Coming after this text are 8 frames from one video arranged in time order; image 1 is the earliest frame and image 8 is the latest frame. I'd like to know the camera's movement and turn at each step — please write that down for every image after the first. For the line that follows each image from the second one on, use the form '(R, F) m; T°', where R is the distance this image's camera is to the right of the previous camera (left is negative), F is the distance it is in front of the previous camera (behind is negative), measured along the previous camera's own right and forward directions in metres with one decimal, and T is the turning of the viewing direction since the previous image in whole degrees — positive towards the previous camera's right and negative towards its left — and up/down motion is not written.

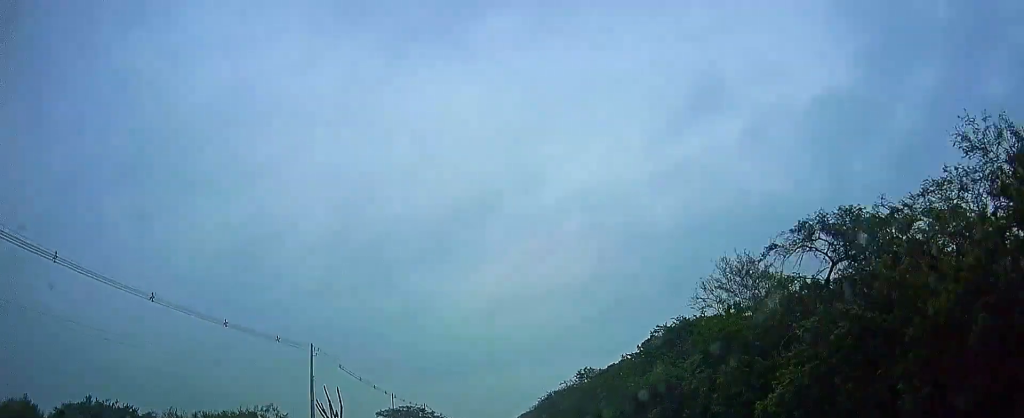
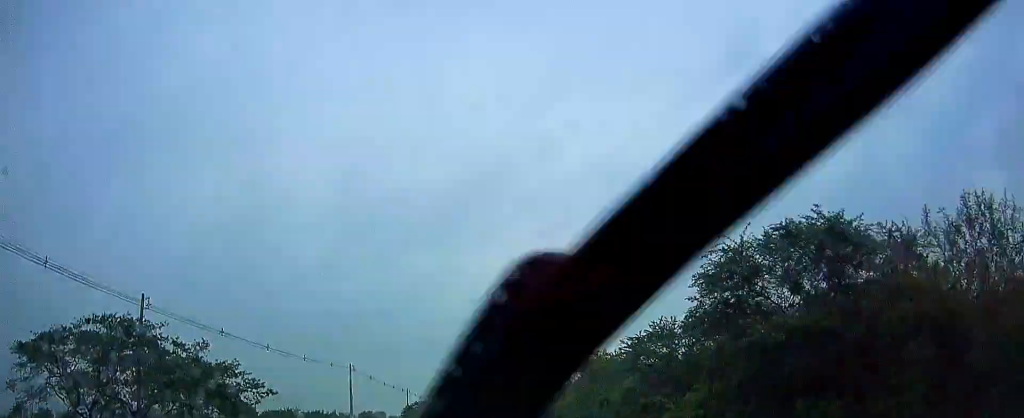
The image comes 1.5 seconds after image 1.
(+0.7, +64.3) m; 0°
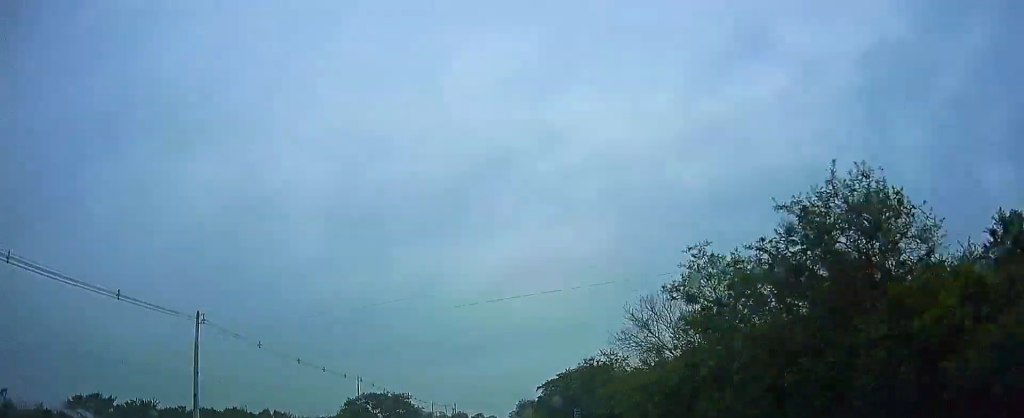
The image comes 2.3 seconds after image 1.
(-0.4, +33.2) m; -1°
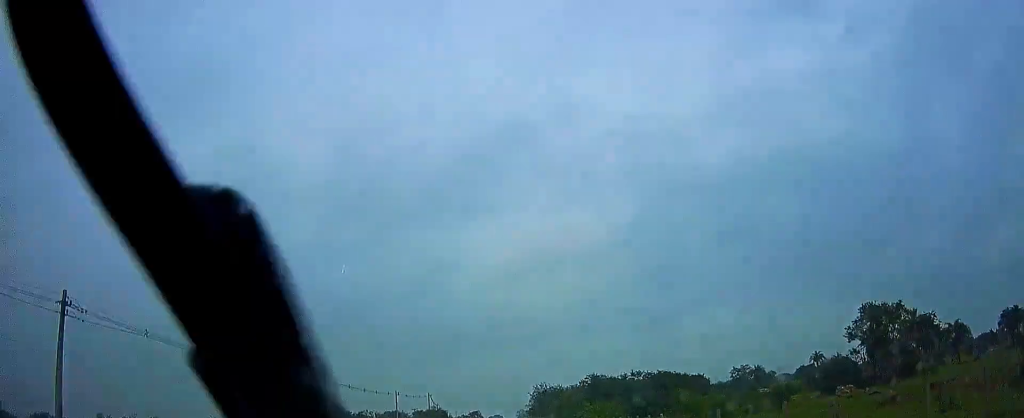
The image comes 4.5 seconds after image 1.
(-0.2, +90.9) m; 0°
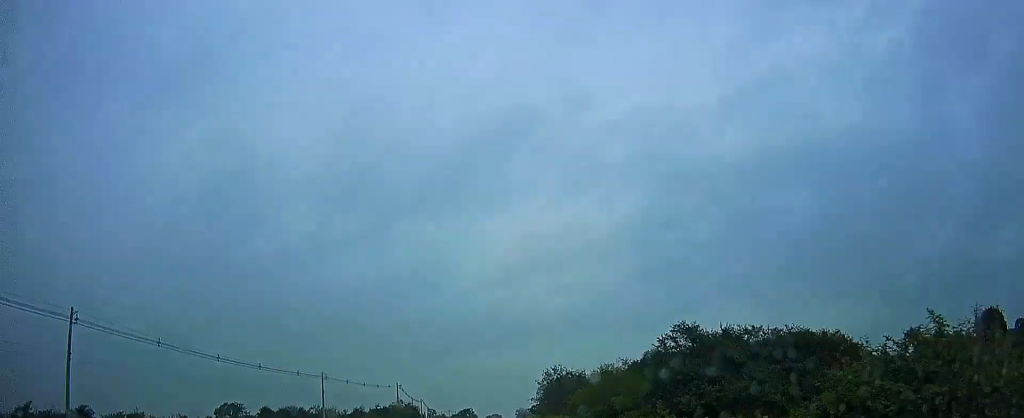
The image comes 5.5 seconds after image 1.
(0.0, +38.4) m; 0°
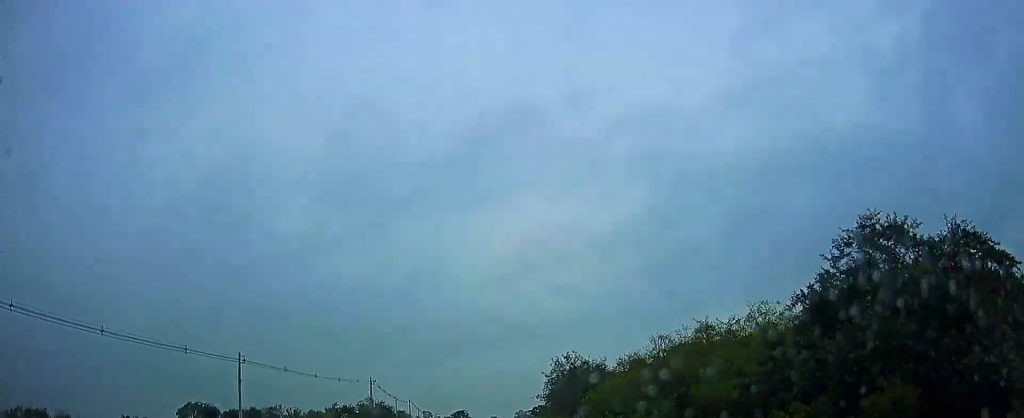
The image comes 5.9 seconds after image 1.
(0.0, +19.2) m; 0°
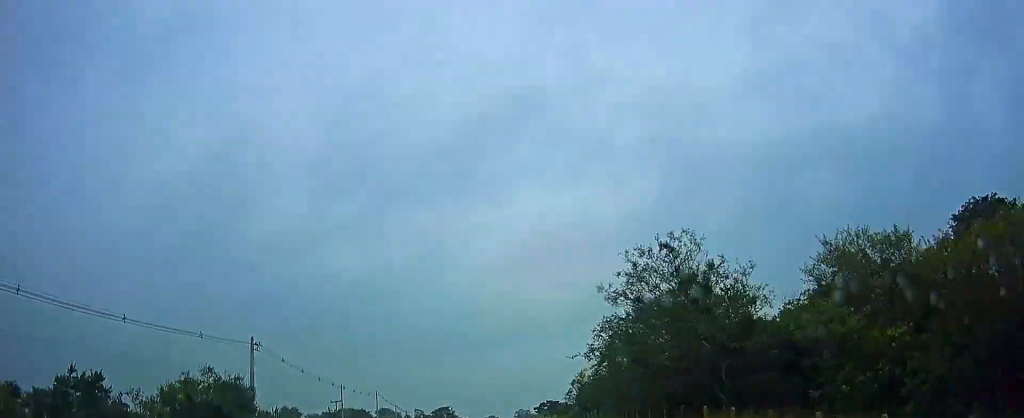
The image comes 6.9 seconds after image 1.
(-0.2, +39.8) m; 0°
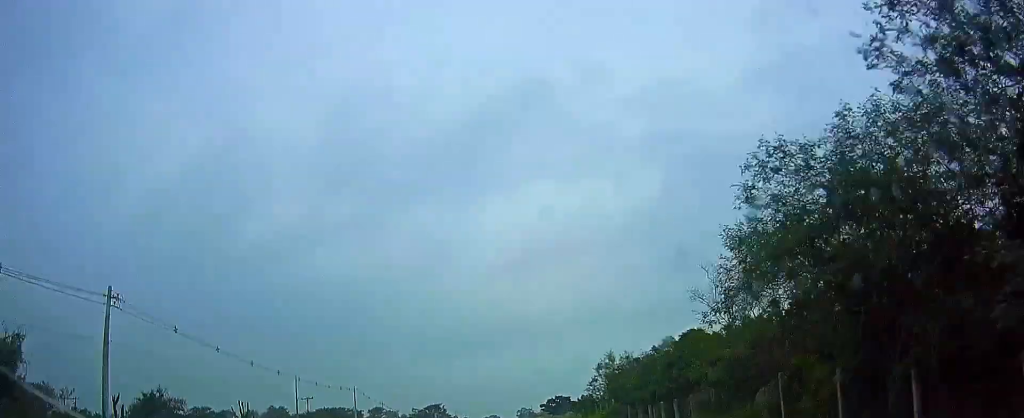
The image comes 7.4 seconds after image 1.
(-0.3, +19.2) m; 0°
